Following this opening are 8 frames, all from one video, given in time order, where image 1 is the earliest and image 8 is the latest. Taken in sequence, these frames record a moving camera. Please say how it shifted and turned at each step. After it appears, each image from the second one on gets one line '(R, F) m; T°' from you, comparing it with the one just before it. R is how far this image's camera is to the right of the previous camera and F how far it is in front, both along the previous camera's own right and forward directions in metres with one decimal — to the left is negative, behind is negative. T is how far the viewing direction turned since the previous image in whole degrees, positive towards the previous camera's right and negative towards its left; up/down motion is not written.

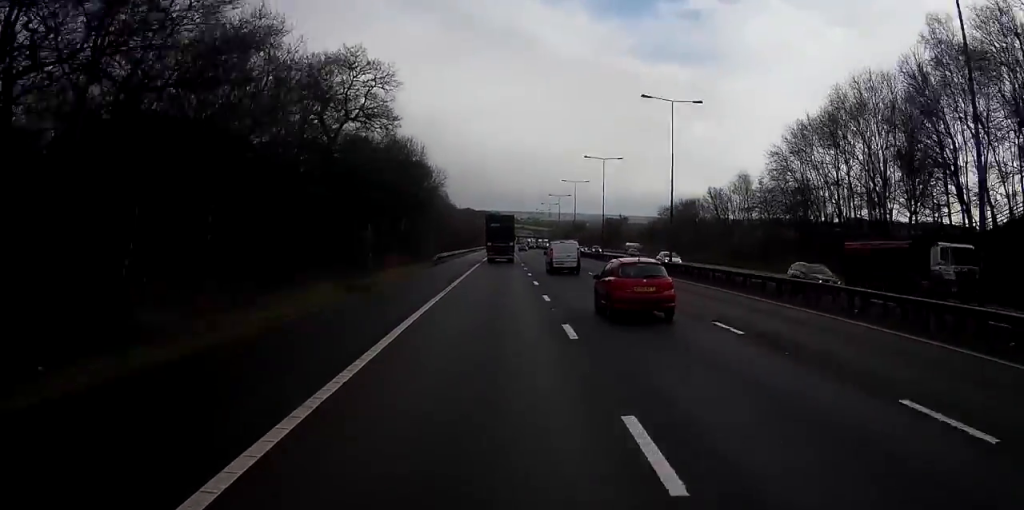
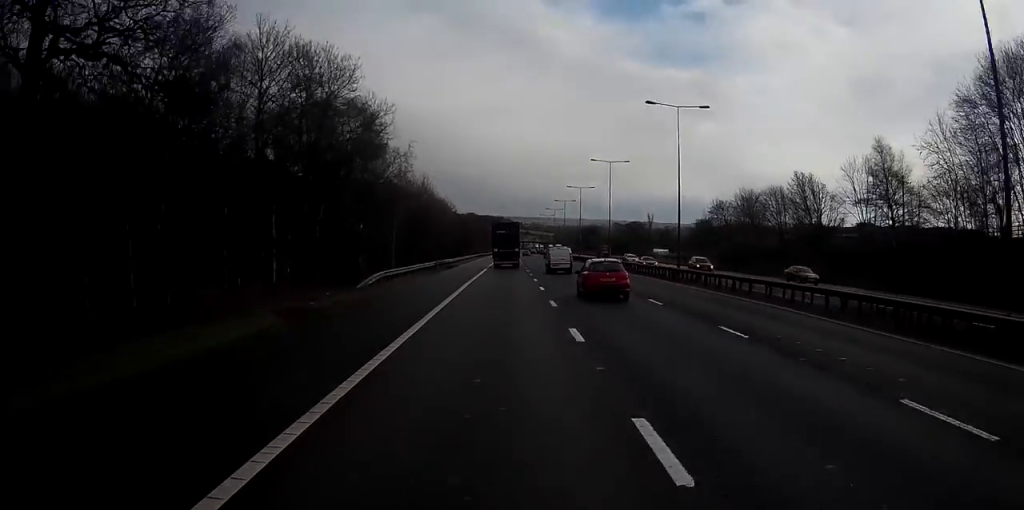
(0.0, +36.1) m; 0°
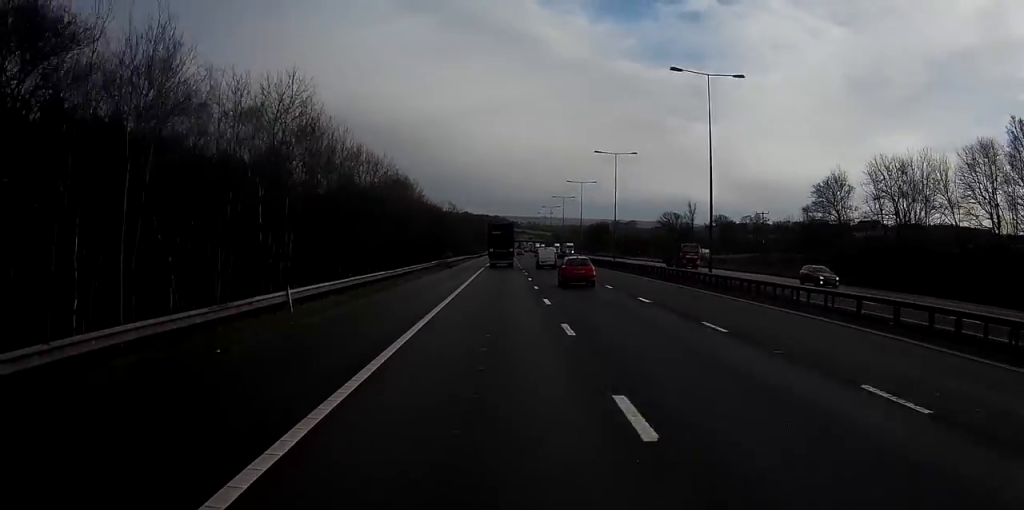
(-0.3, +43.9) m; 0°
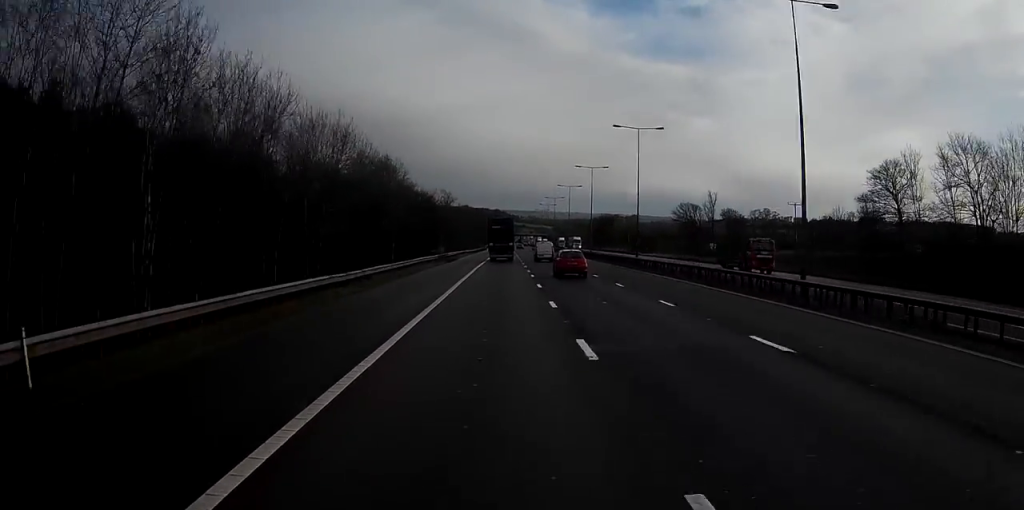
(0.0, +13.4) m; 0°
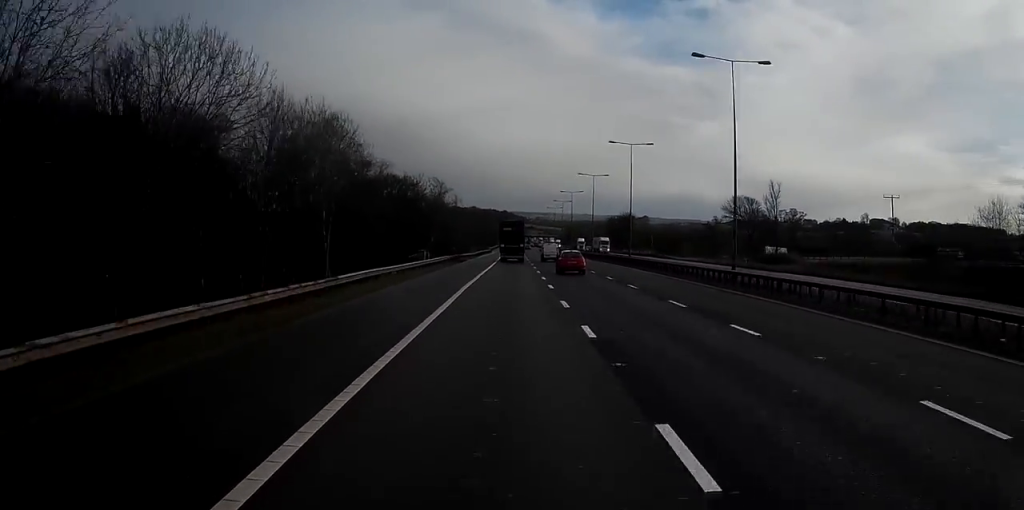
(0.0, +26.0) m; 0°
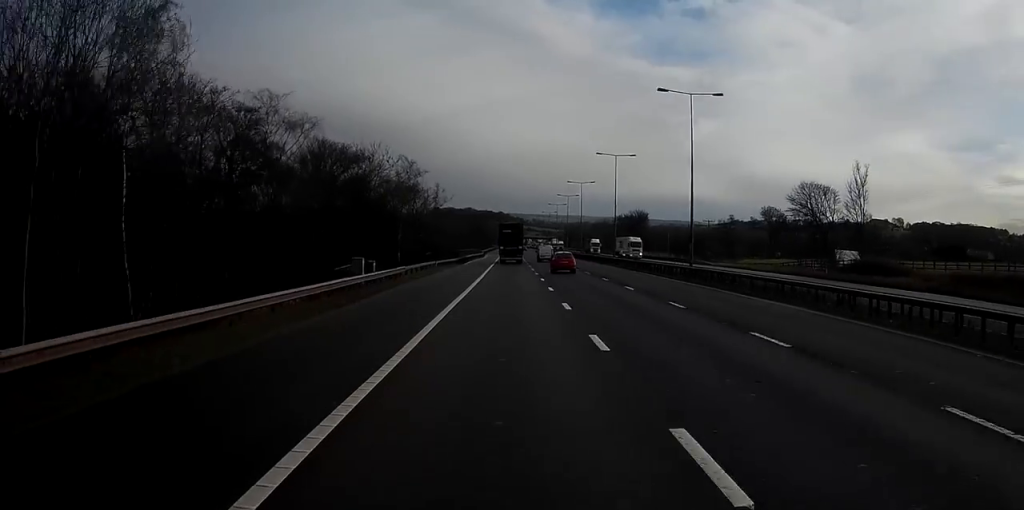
(-0.2, +25.8) m; 0°
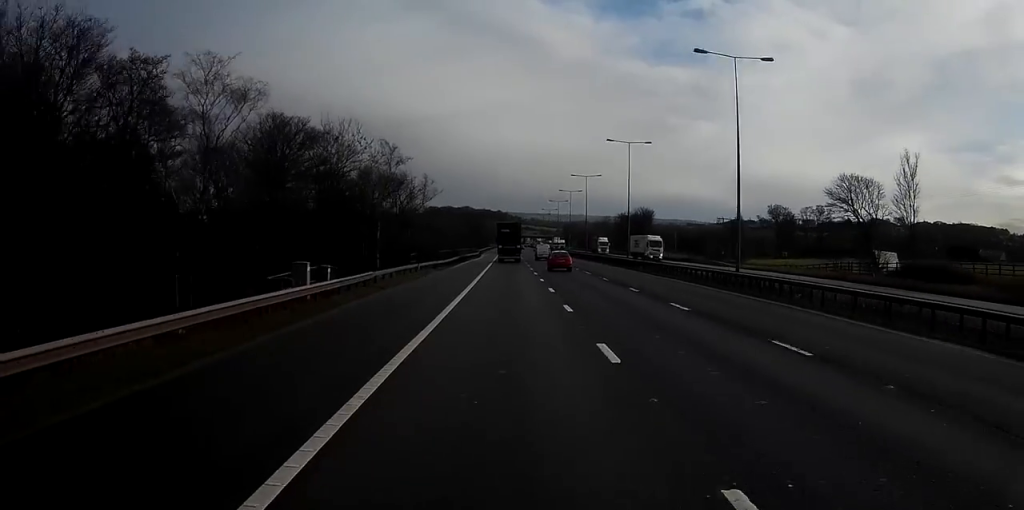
(-0.1, +10.1) m; 0°
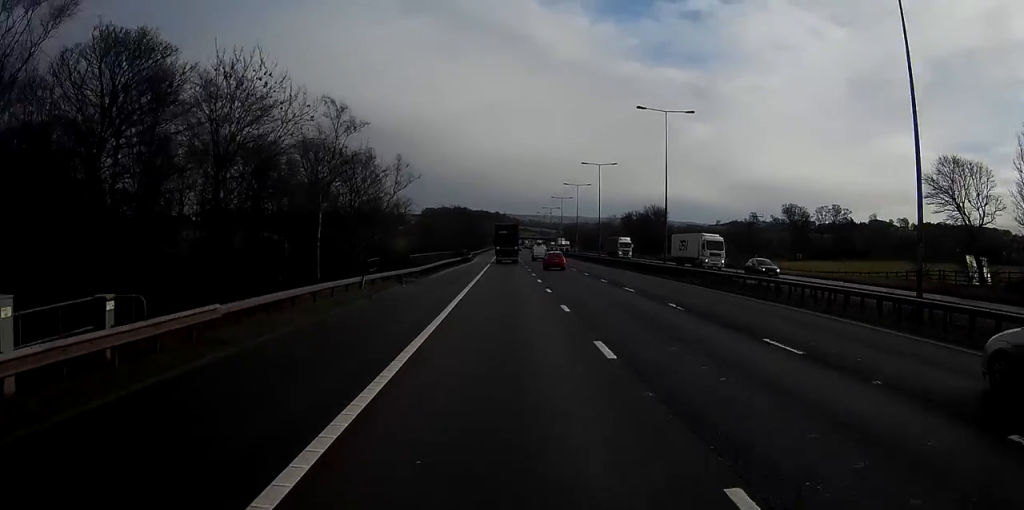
(+0.1, +17.9) m; 0°
